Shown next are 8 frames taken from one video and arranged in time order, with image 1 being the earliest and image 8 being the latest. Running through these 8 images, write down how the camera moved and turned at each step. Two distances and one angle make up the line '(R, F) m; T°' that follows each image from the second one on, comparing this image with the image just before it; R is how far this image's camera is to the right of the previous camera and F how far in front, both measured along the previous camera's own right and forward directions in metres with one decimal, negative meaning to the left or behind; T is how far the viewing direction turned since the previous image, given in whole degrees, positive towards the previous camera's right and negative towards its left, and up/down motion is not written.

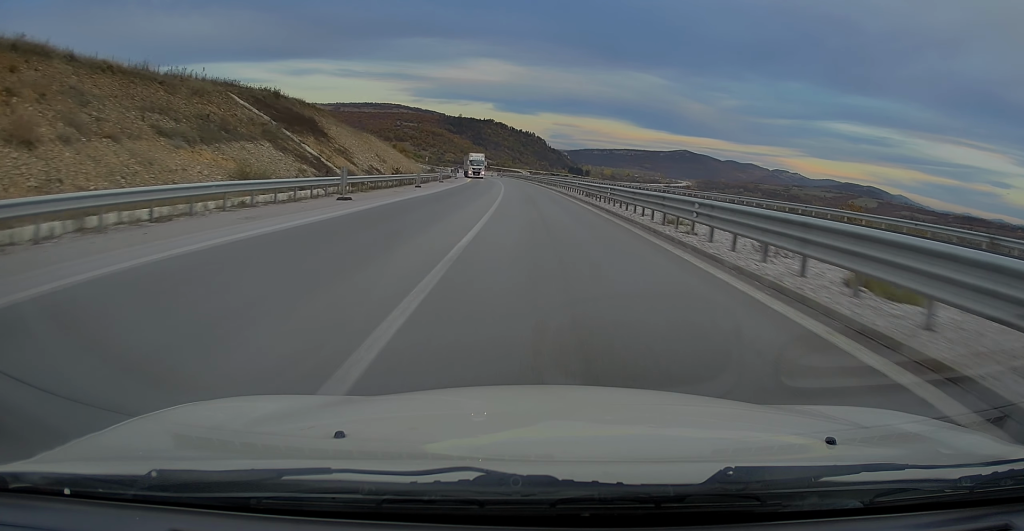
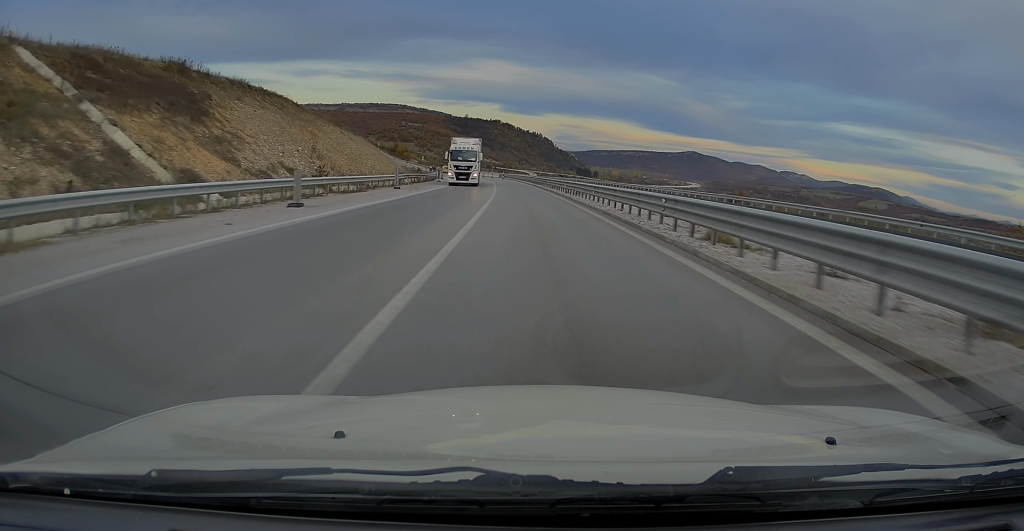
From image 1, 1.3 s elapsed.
(+0.3, +24.6) m; 0°
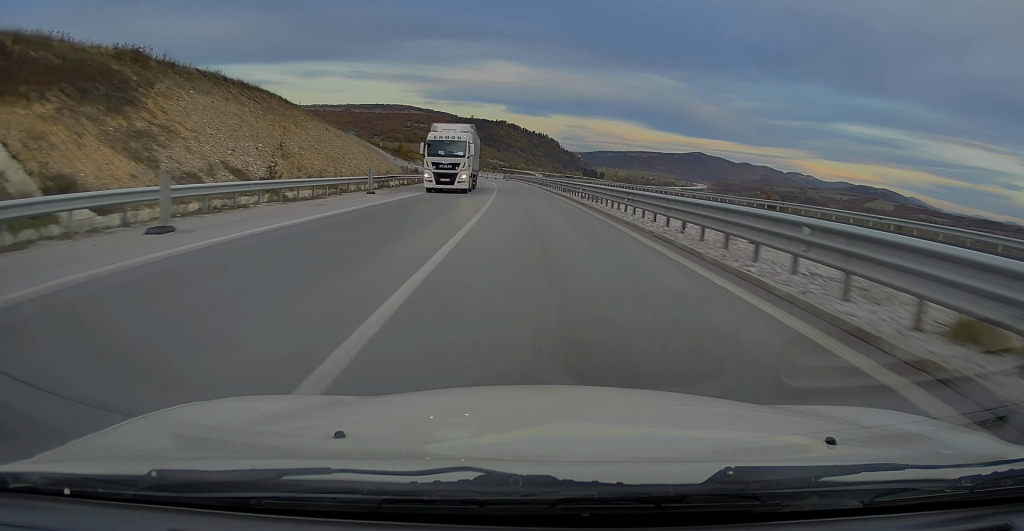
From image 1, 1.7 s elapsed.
(-0.1, +8.2) m; 0°
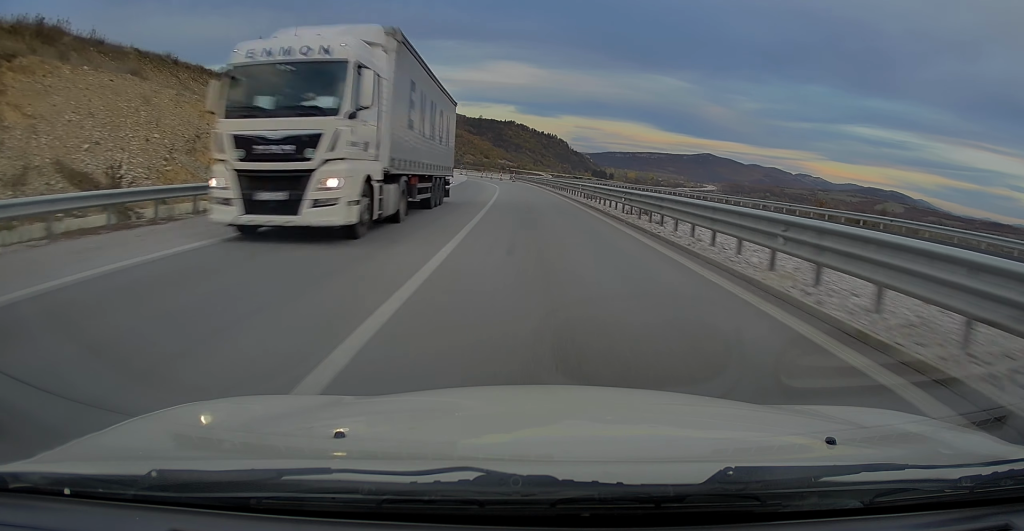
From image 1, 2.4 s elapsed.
(-0.1, +12.6) m; -1°
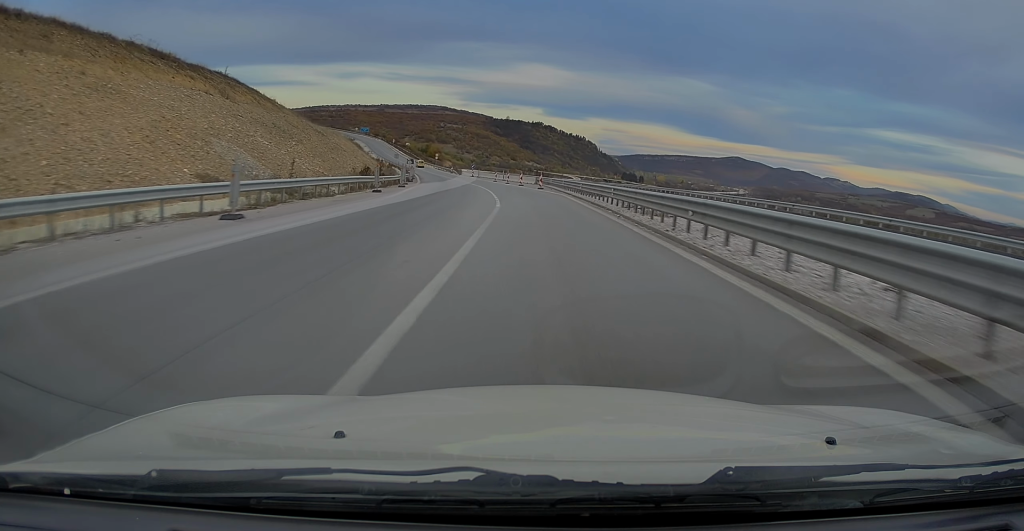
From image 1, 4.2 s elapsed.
(-0.9, +34.2) m; -3°
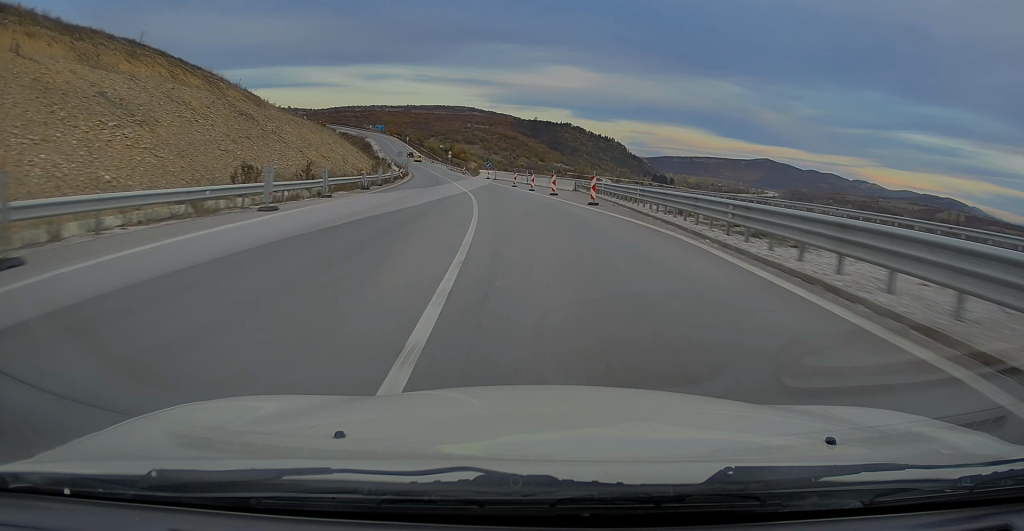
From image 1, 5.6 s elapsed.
(-0.4, +26.9) m; -3°
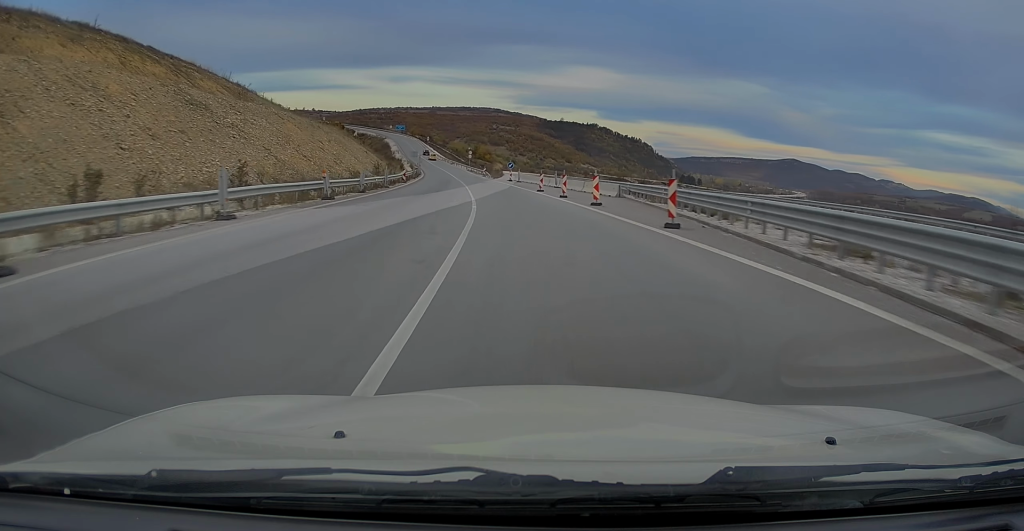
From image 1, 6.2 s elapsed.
(-0.1, +11.5) m; -2°
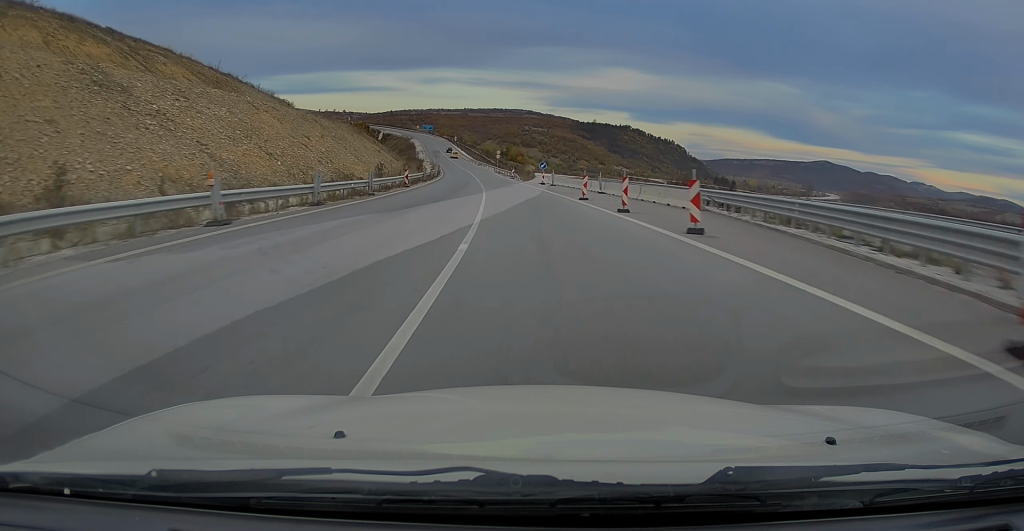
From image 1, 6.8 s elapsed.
(-0.4, +12.2) m; -2°
